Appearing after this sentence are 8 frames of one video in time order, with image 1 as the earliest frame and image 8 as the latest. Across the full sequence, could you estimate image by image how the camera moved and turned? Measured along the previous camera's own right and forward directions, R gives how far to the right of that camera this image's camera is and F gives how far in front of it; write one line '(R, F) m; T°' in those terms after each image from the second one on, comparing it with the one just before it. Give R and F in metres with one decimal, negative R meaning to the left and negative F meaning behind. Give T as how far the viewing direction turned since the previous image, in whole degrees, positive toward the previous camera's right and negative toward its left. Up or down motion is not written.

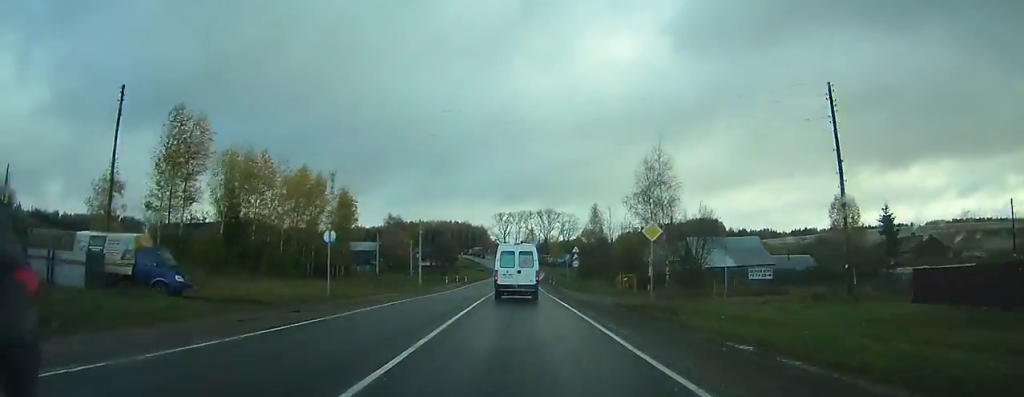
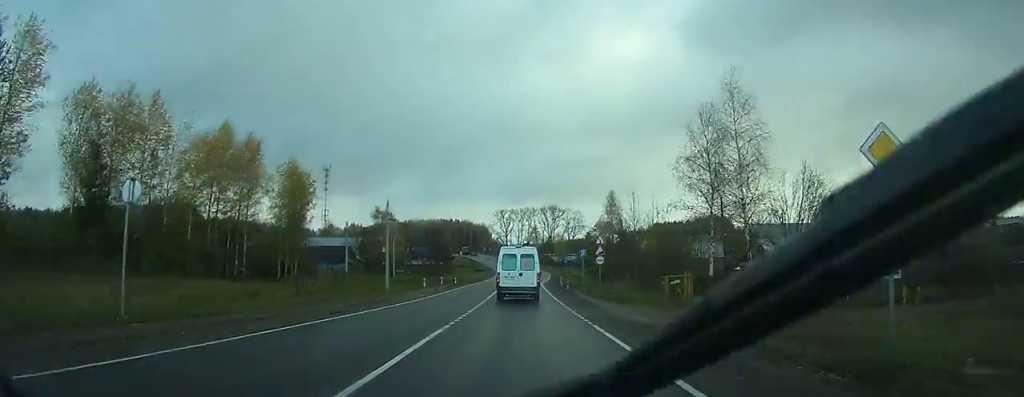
(-0.1, +17.4) m; 0°
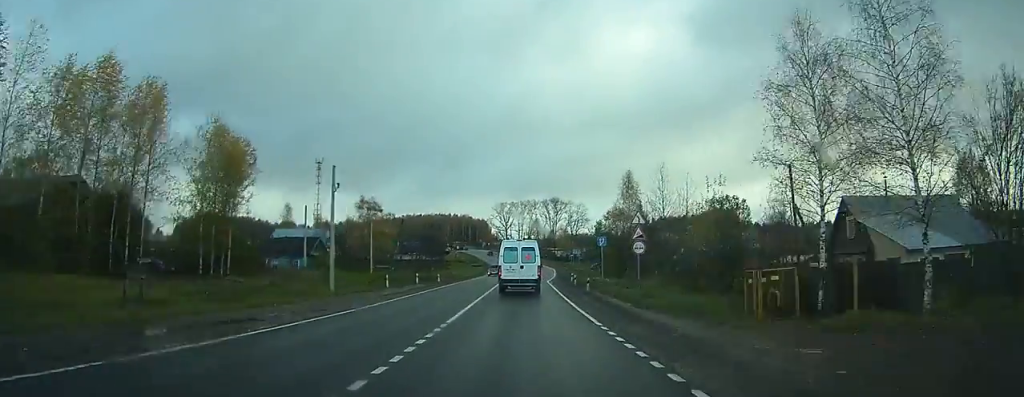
(0.0, +14.4) m; 0°
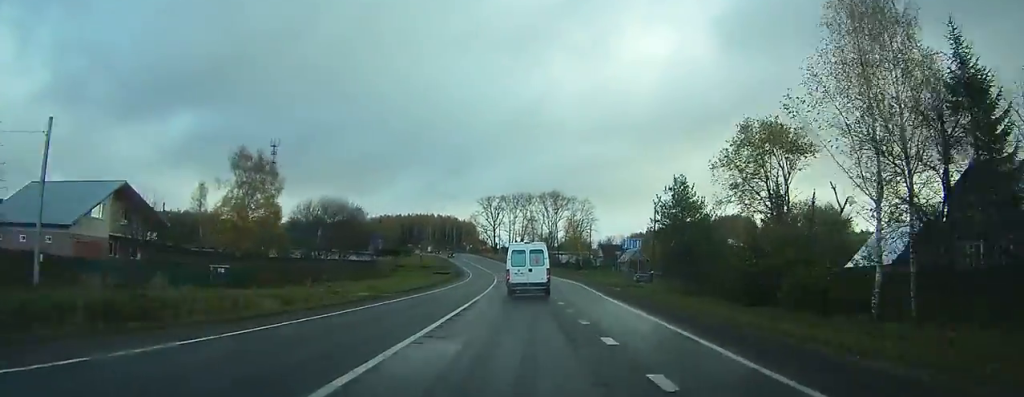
(+0.2, +57.6) m; 0°
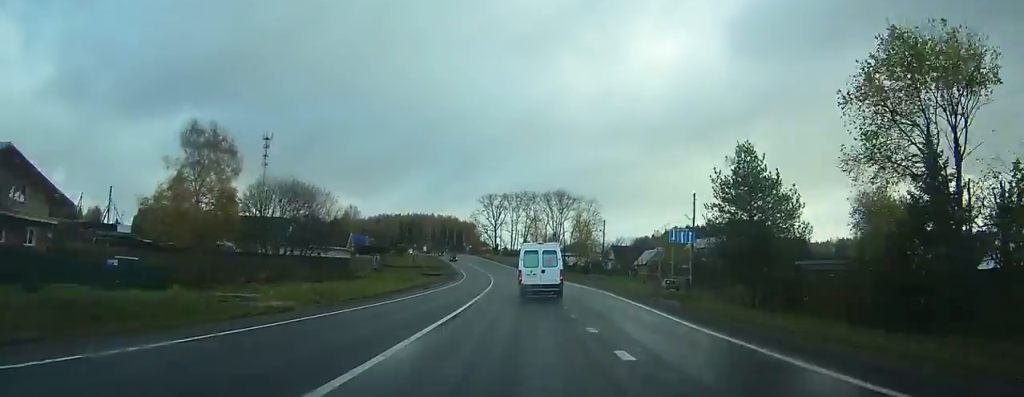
(-0.1, +13.7) m; 0°
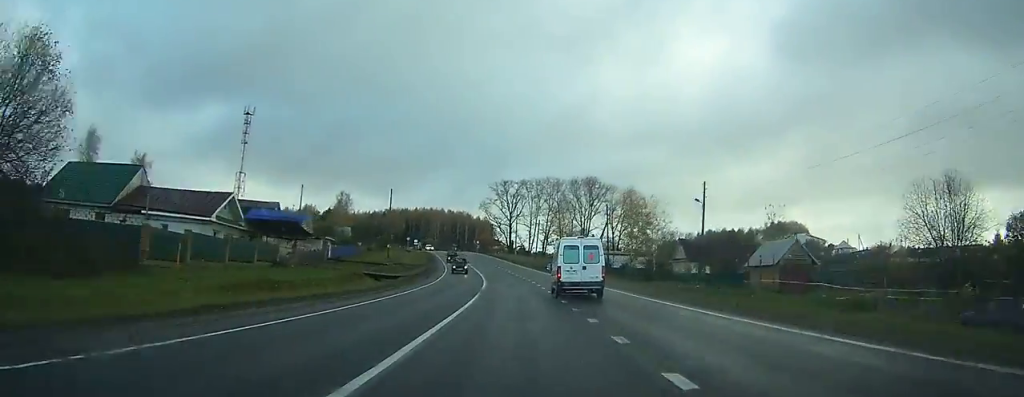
(-0.6, +41.9) m; -2°
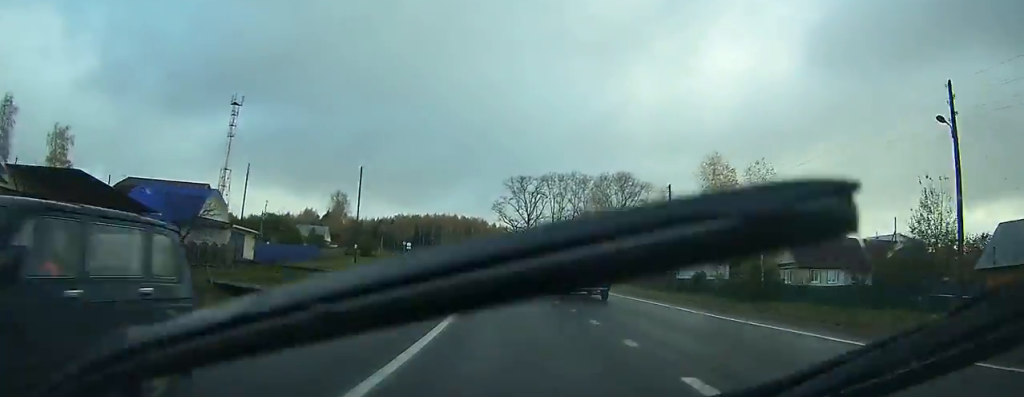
(-0.3, +28.5) m; -2°
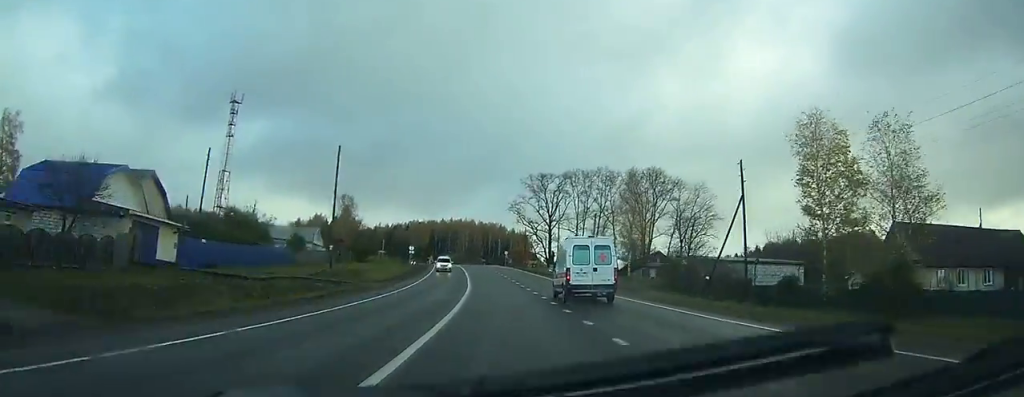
(-0.1, +15.6) m; -2°
